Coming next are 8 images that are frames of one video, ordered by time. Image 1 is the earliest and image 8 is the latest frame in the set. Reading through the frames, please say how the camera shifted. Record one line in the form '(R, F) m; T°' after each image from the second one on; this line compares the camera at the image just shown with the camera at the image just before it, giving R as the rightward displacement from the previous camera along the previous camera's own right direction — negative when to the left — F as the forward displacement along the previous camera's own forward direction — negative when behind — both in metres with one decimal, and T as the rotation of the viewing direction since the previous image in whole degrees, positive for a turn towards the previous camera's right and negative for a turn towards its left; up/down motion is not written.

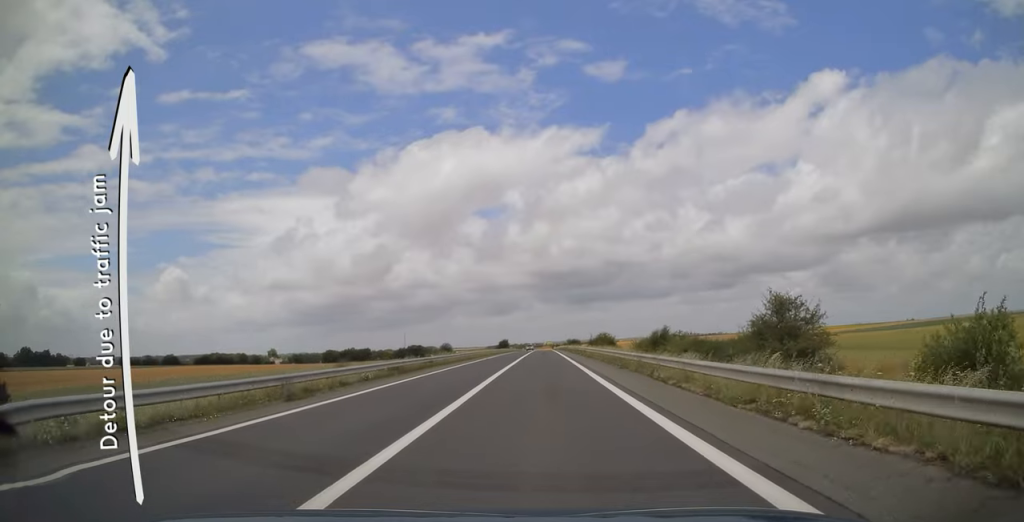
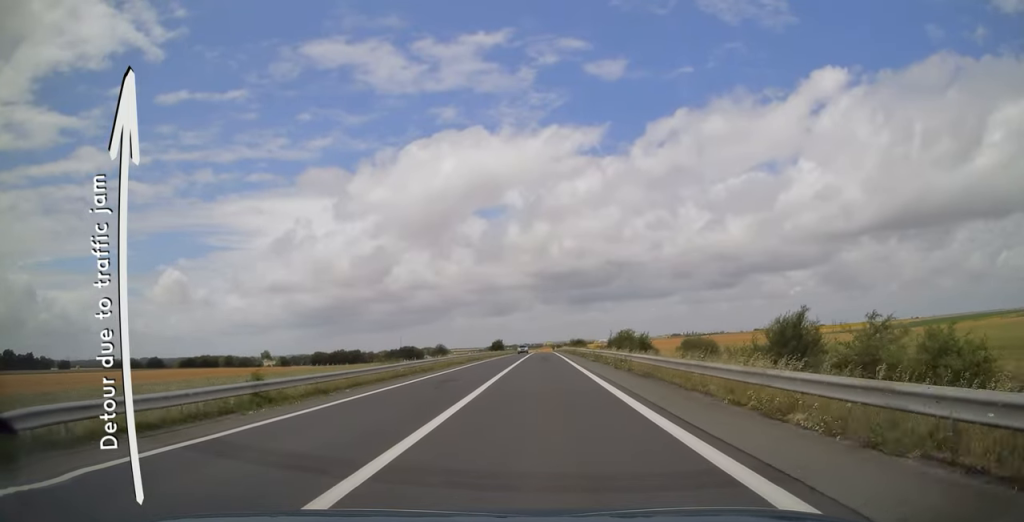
(-0.2, +26.2) m; 0°
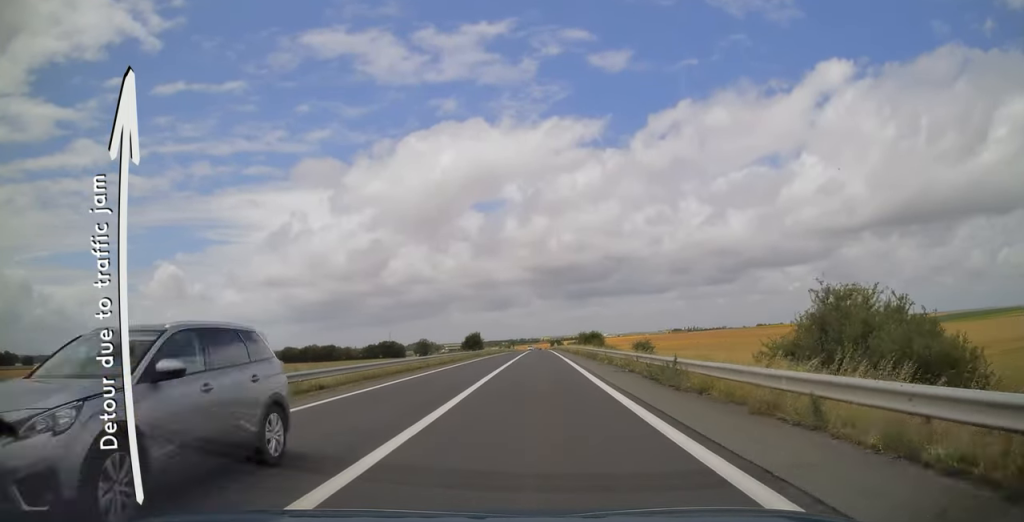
(0.0, +52.4) m; 0°
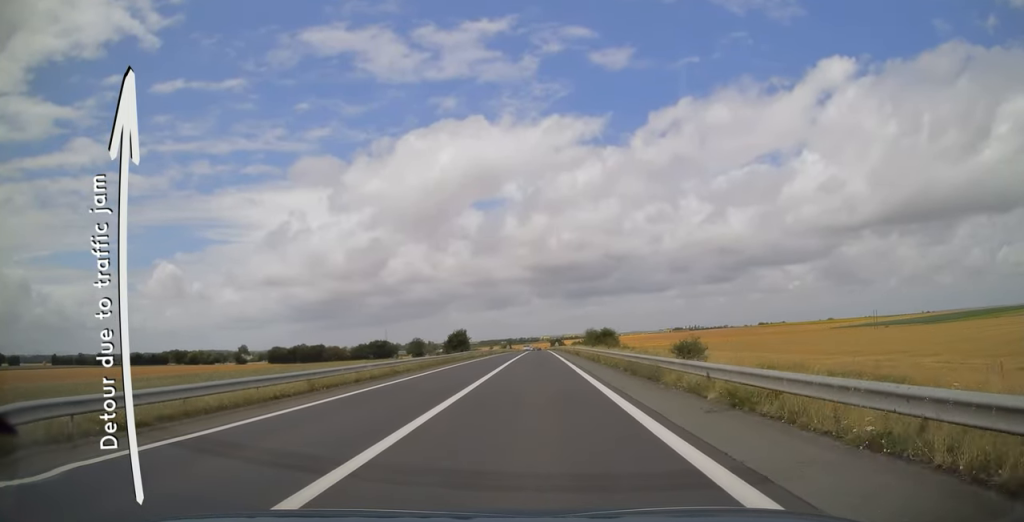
(+0.2, +20.4) m; +1°
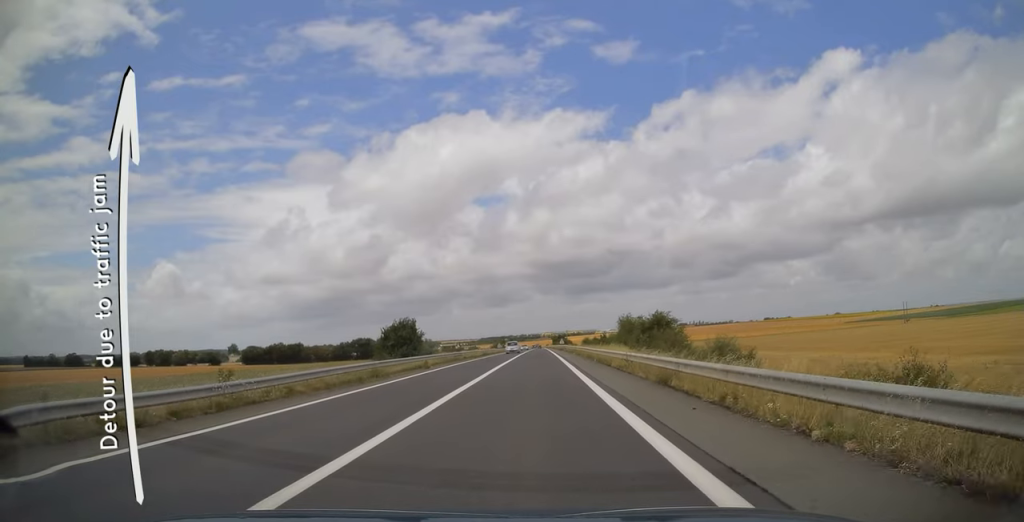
(-0.2, +38.9) m; -1°
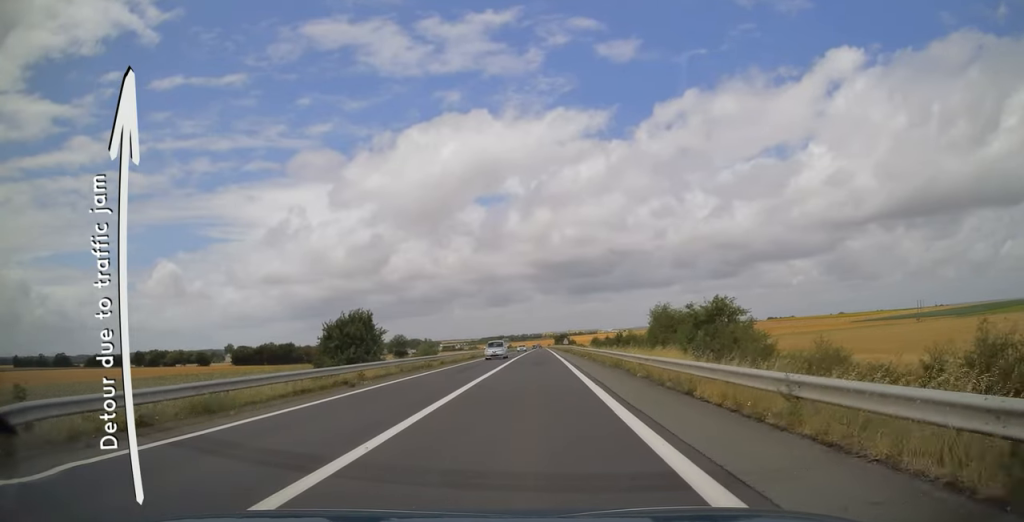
(-0.3, +15.4) m; 0°
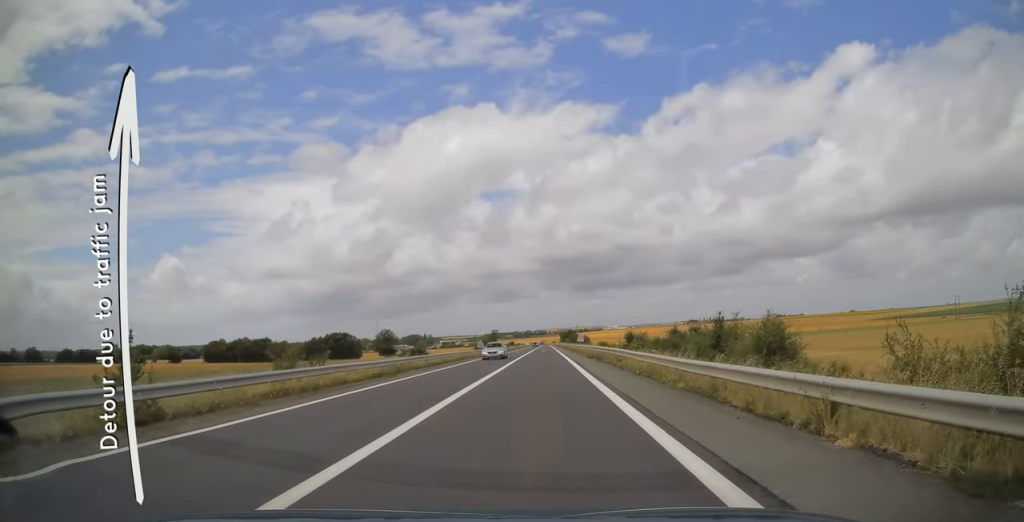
(+0.2, +37.2) m; 0°
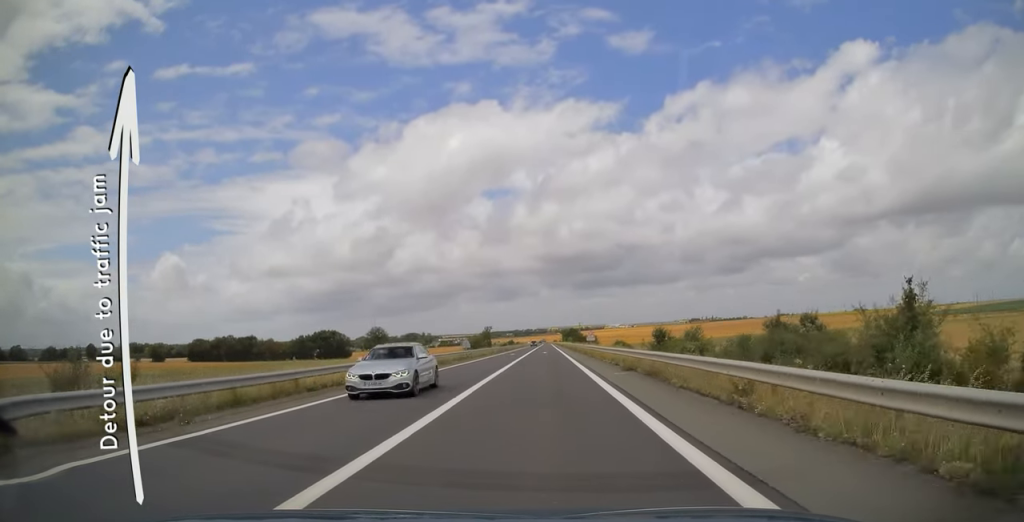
(-0.3, +17.2) m; 0°
